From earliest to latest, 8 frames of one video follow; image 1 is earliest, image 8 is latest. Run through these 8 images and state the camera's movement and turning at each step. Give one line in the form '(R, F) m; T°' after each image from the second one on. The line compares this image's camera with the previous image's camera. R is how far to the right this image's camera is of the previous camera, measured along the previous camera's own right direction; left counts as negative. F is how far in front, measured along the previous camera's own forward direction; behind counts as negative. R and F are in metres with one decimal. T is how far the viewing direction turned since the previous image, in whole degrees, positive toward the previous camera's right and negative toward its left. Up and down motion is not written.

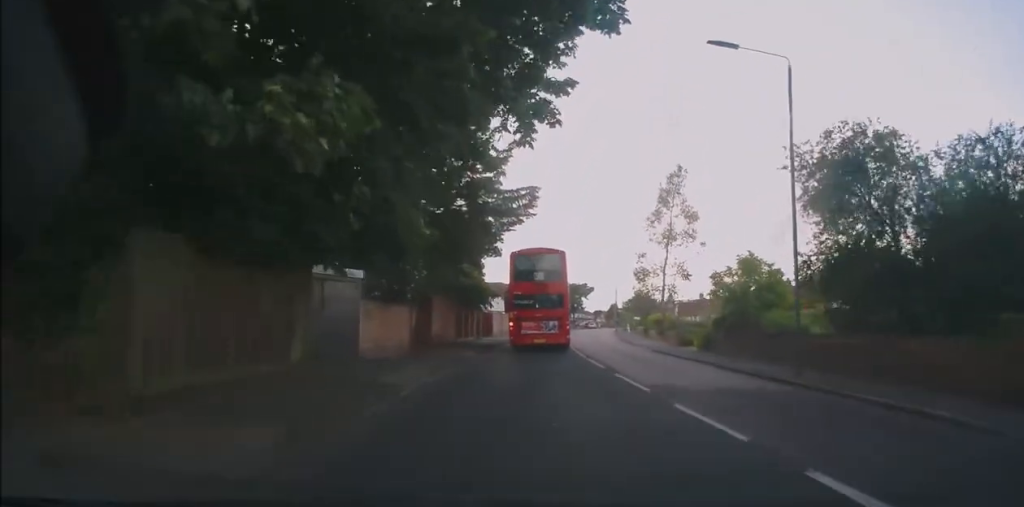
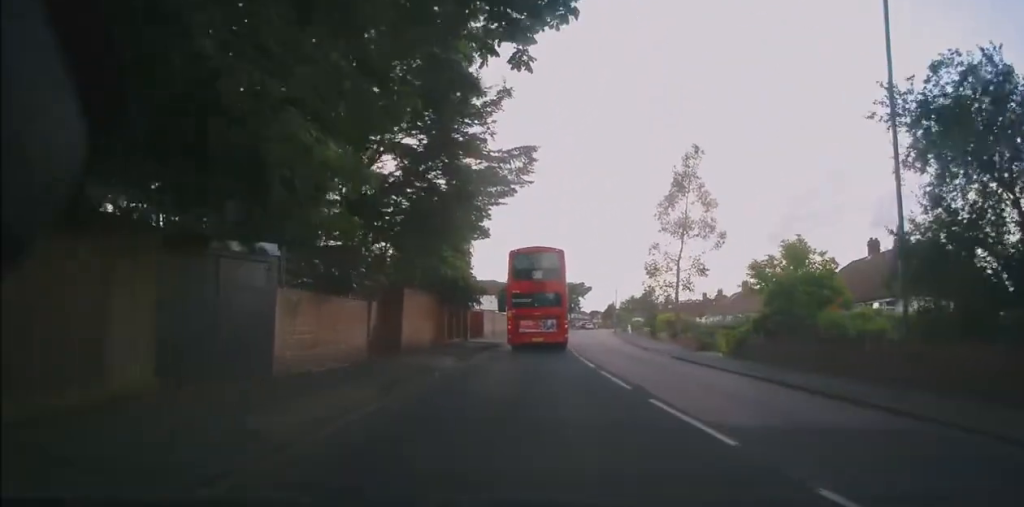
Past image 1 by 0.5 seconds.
(0.0, +4.9) m; 0°
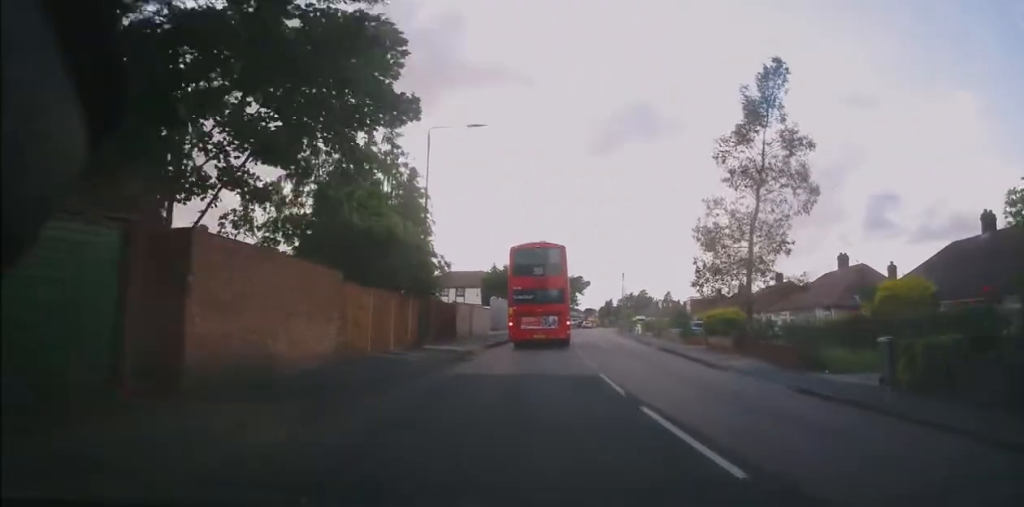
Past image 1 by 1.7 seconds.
(0.0, +12.7) m; +2°
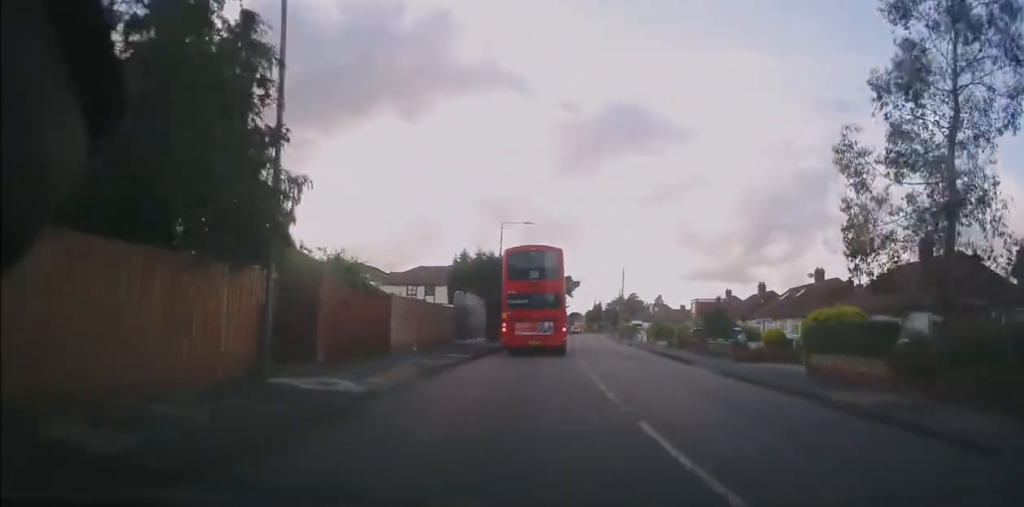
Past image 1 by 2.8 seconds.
(+0.4, +12.4) m; +1°
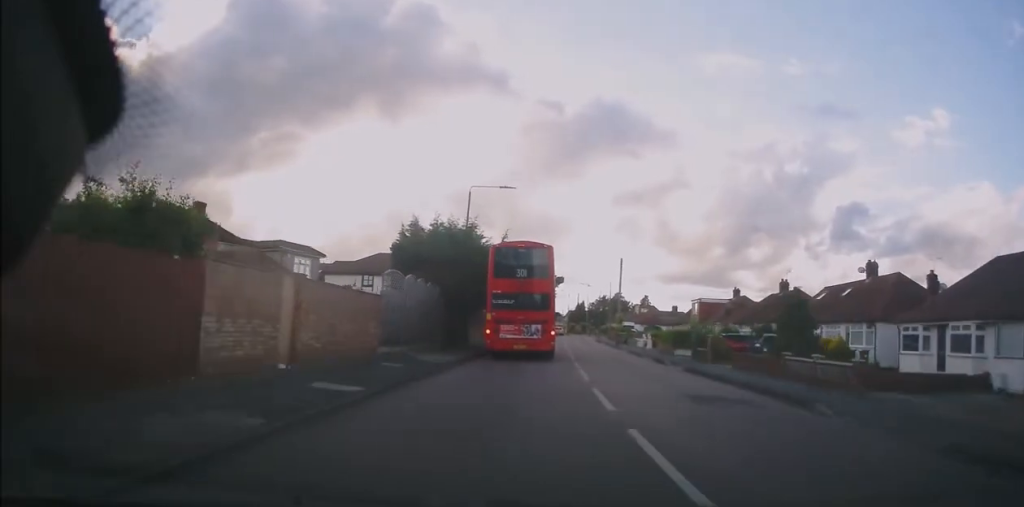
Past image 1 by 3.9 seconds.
(-0.4, +11.2) m; +1°
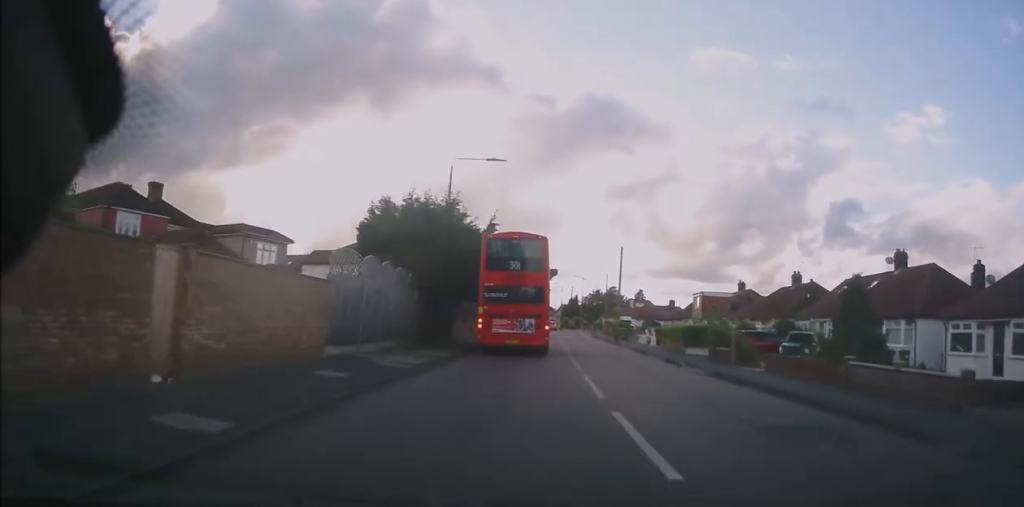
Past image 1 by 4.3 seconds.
(+0.1, +4.4) m; +1°
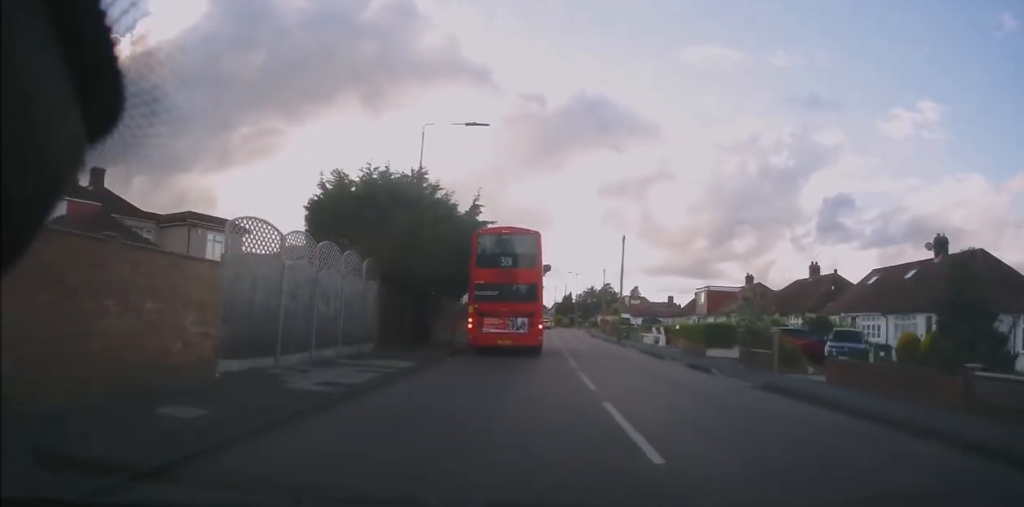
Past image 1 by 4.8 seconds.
(+0.5, +4.9) m; +2°
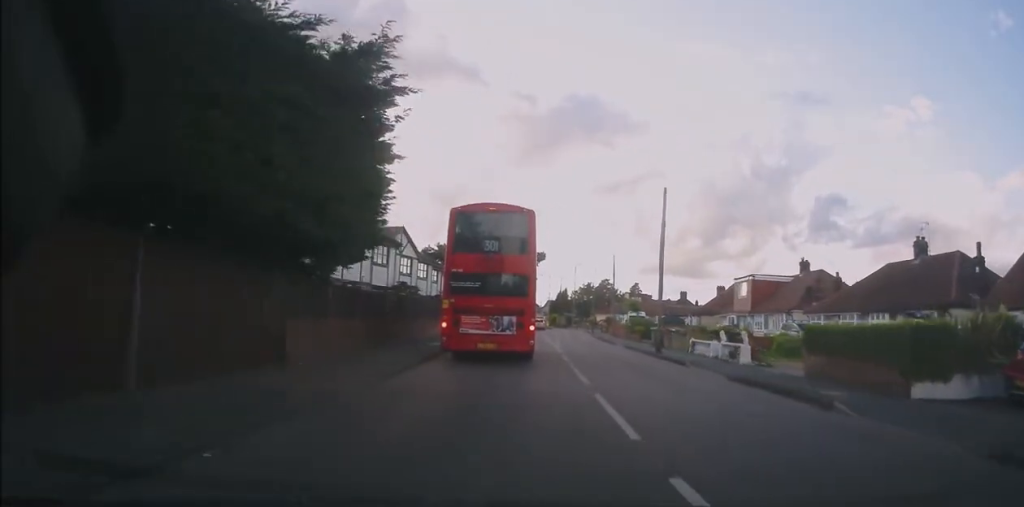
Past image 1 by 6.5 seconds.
(+0.2, +15.6) m; +2°
